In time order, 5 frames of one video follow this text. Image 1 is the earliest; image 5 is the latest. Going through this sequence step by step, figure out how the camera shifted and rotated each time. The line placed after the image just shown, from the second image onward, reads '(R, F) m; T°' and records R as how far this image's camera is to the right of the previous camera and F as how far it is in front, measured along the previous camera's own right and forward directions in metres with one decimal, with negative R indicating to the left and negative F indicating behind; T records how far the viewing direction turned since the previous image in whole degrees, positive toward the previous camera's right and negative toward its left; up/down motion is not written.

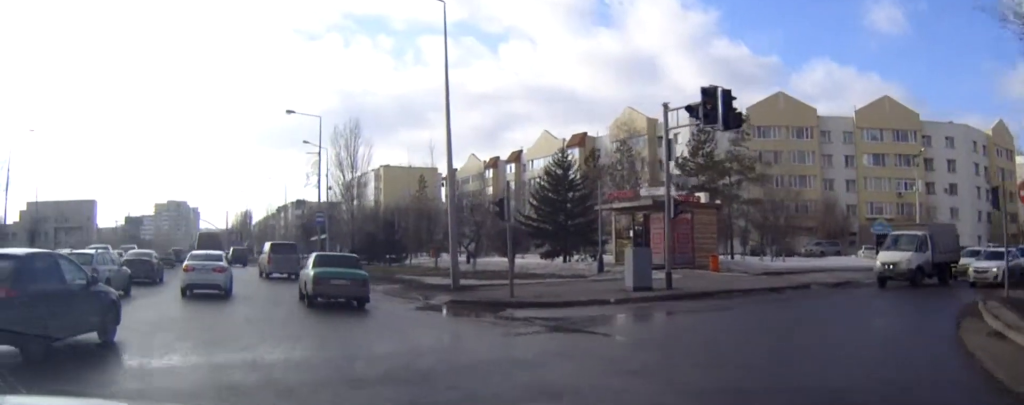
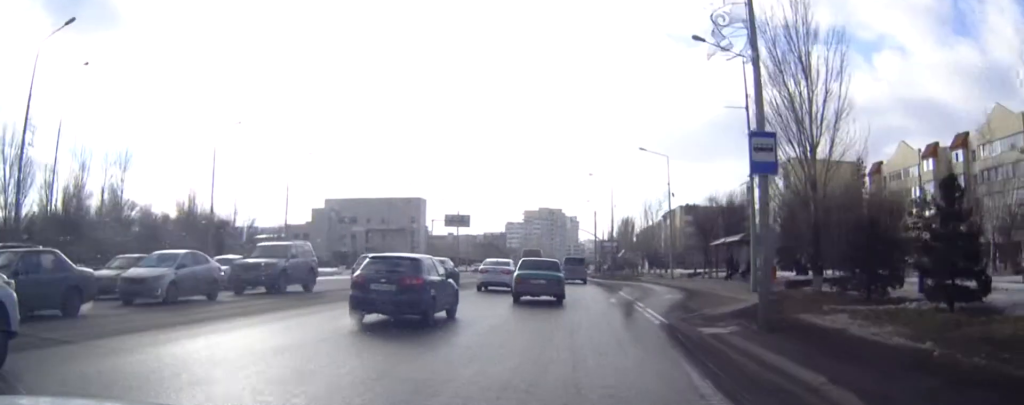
(-9.4, +34.0) m; -20°
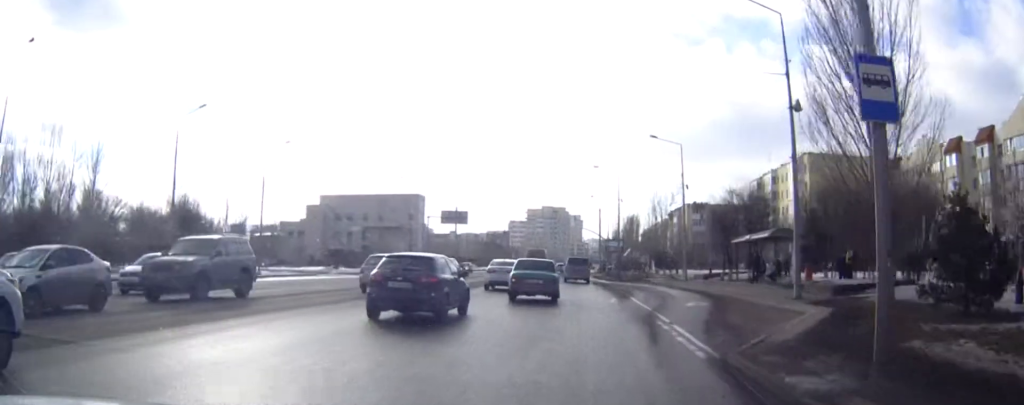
(+0.1, +6.3) m; 0°
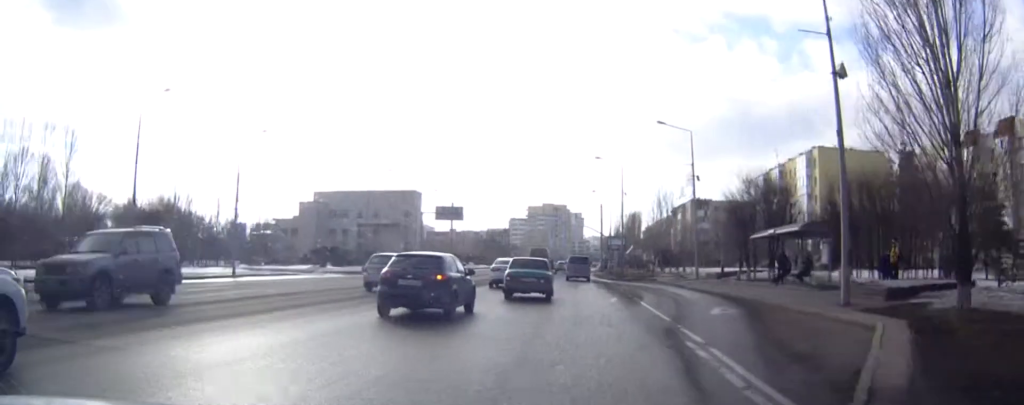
(0.0, +5.0) m; 0°
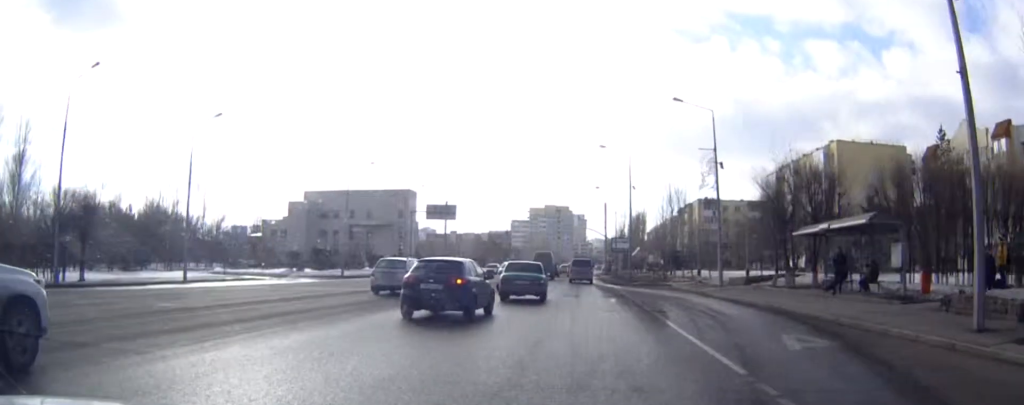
(0.0, +8.1) m; 0°
